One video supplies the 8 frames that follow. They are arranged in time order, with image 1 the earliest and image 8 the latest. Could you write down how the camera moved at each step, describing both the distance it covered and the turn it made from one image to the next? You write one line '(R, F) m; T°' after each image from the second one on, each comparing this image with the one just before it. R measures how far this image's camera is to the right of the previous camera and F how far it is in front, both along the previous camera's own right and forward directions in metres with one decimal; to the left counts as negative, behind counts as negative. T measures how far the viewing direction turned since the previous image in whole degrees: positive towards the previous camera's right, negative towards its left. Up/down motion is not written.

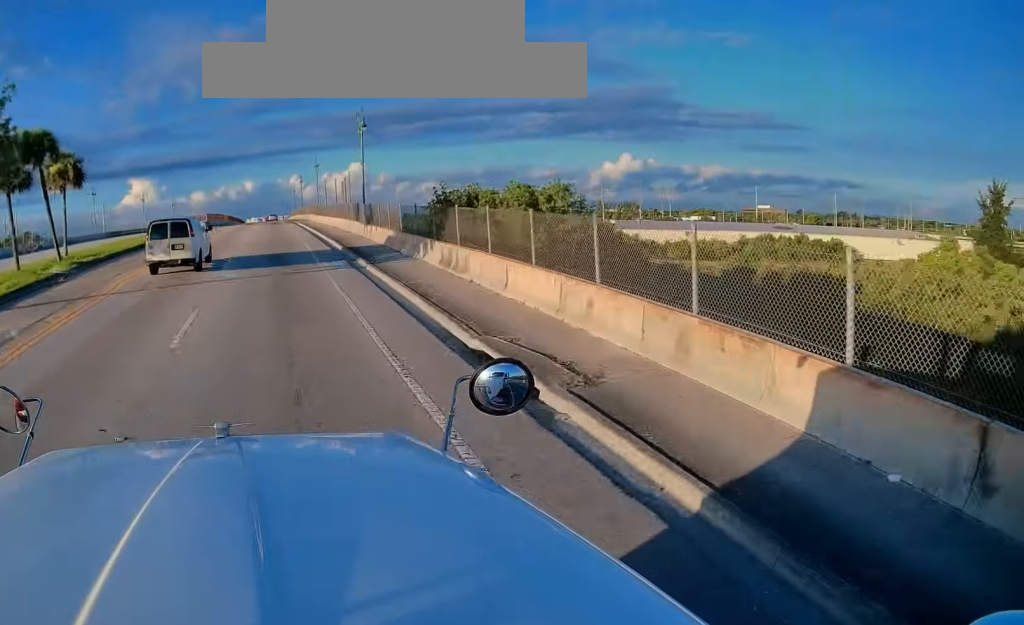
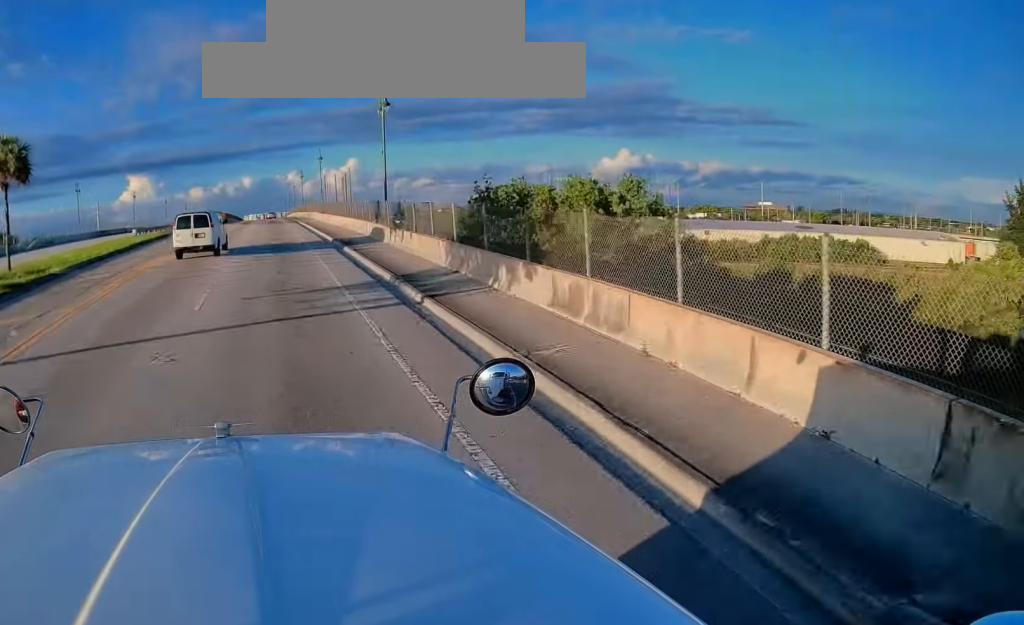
(0.0, +9.5) m; 0°
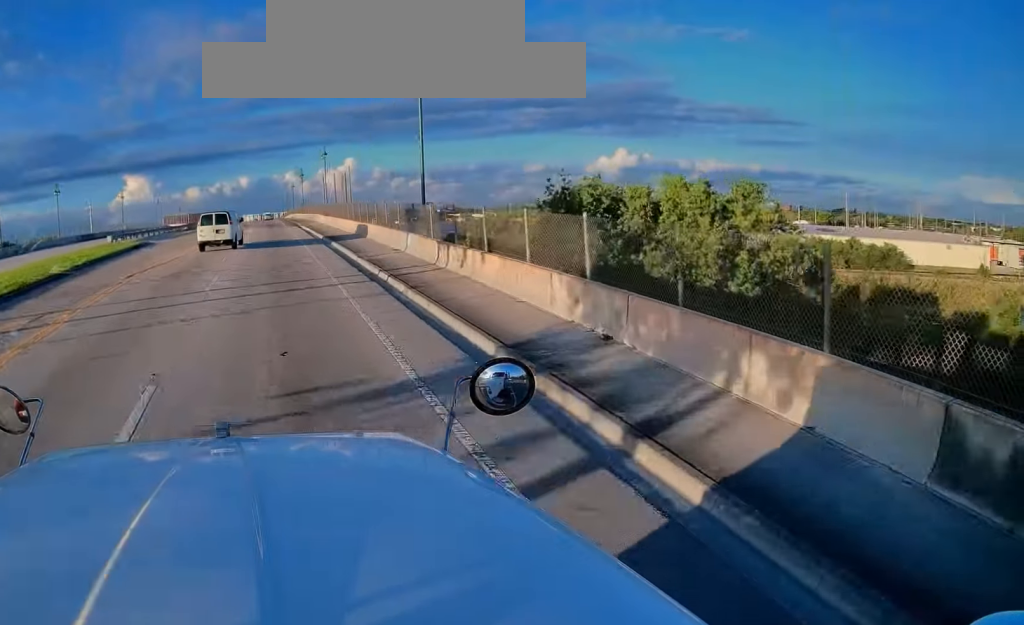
(0.0, +9.9) m; 0°
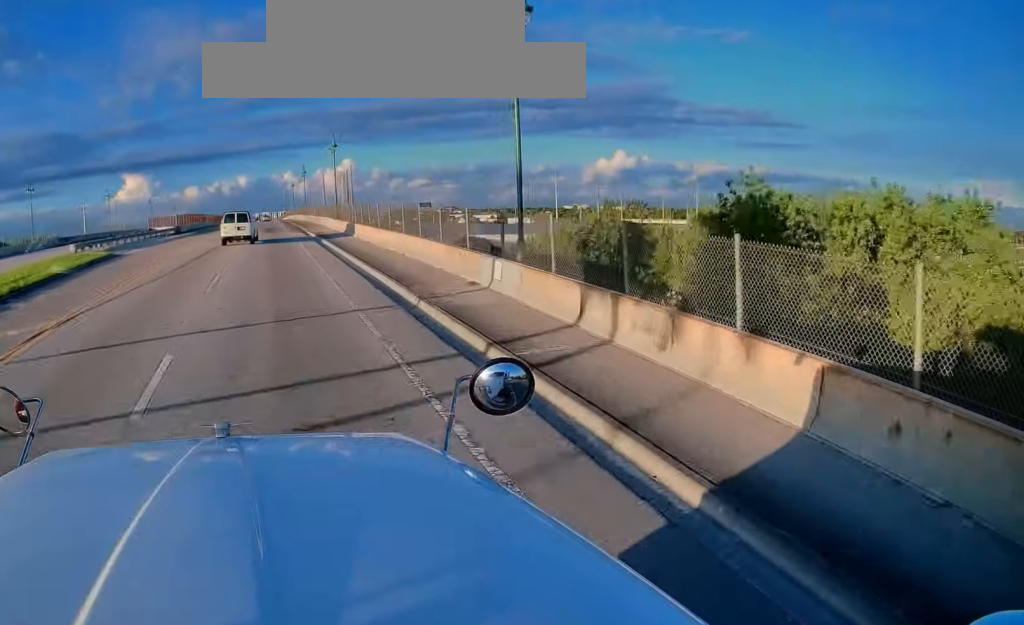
(-0.2, +10.7) m; +1°
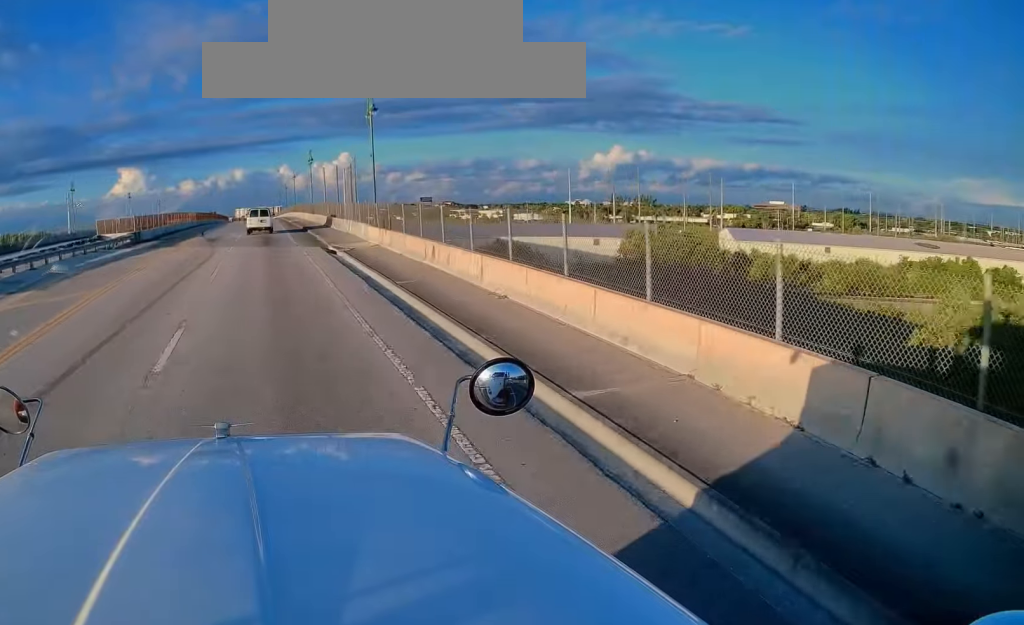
(+0.6, +23.2) m; +2°
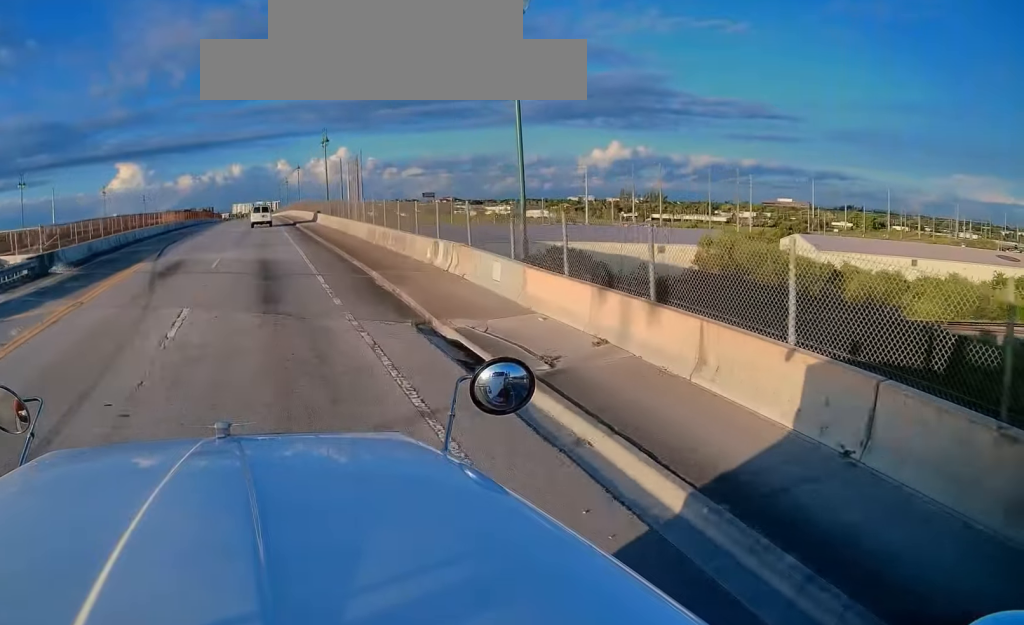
(0.0, +22.4) m; 0°
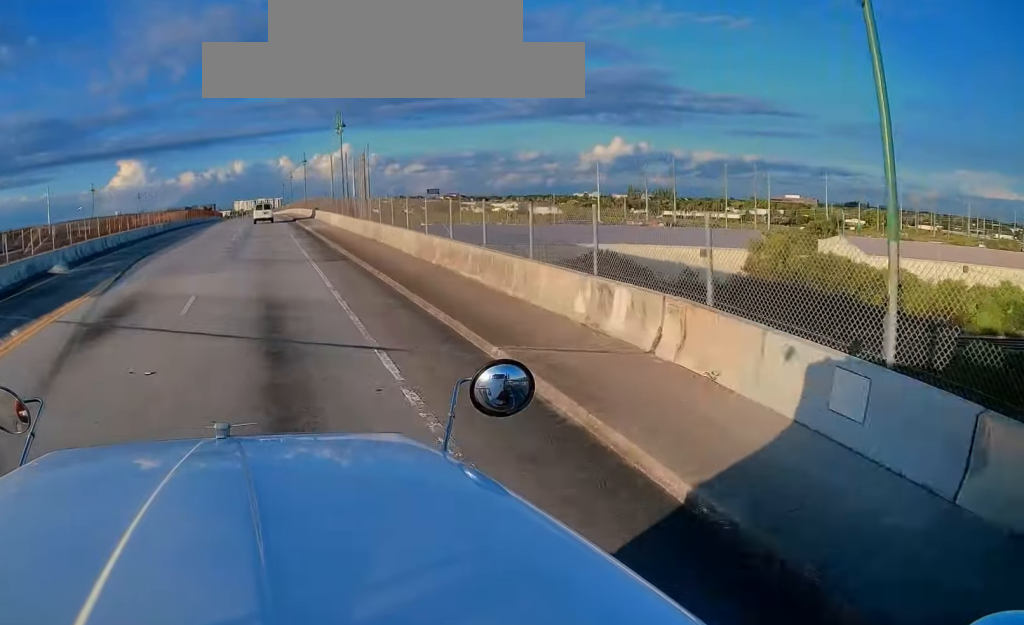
(0.0, +10.7) m; 0°
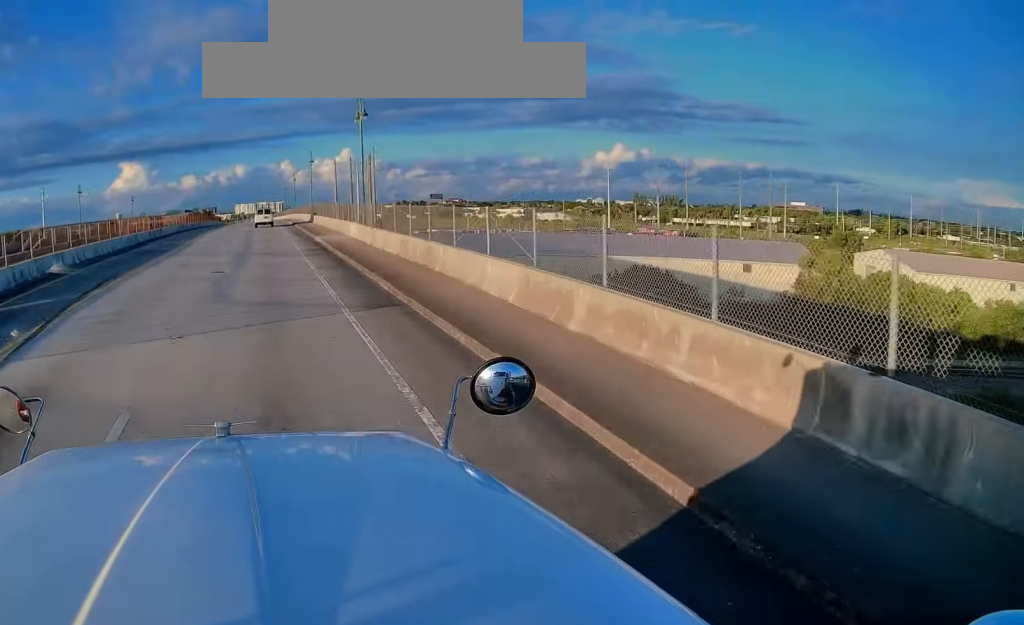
(0.0, +9.4) m; 0°
